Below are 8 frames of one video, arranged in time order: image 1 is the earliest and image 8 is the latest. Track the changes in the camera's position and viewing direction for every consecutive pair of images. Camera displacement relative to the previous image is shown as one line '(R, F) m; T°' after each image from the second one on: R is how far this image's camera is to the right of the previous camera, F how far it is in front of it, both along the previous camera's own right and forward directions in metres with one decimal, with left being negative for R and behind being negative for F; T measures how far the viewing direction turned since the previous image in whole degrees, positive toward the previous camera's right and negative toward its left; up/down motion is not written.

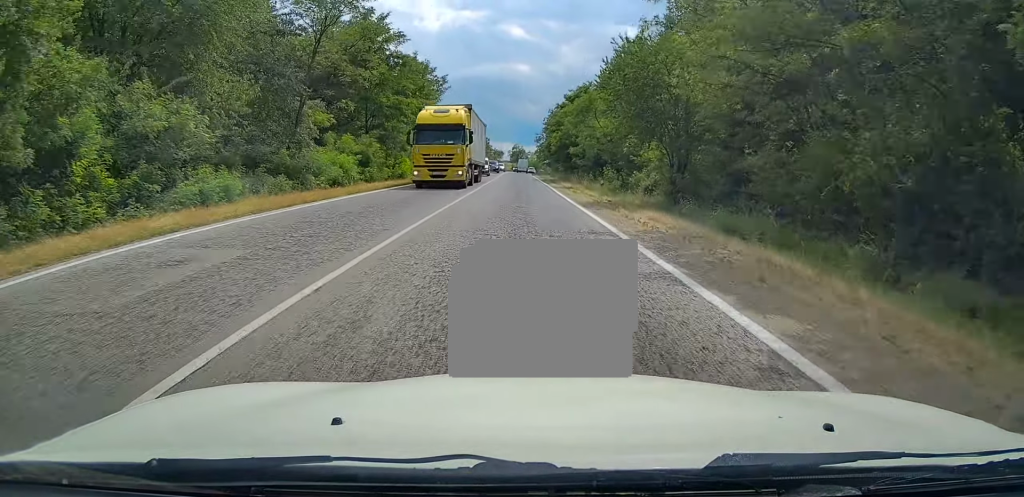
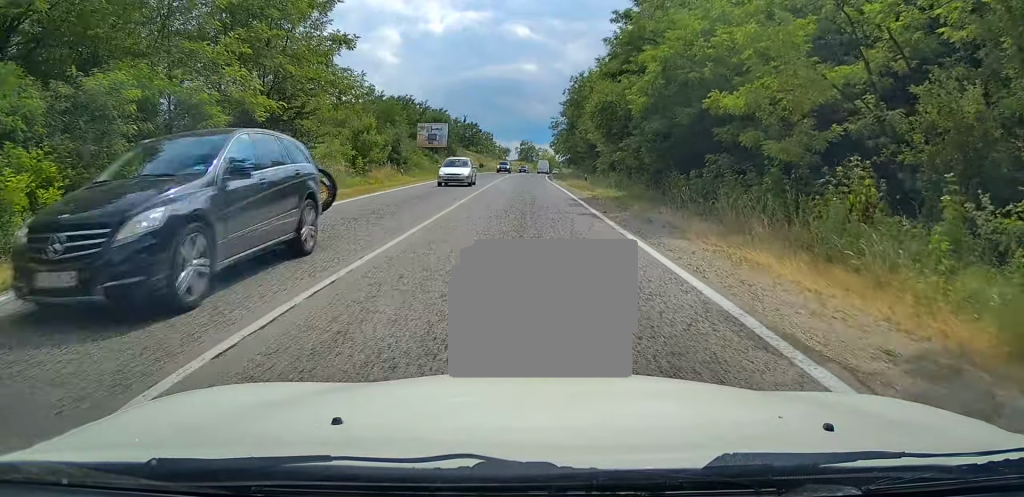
(-0.5, +38.8) m; -1°
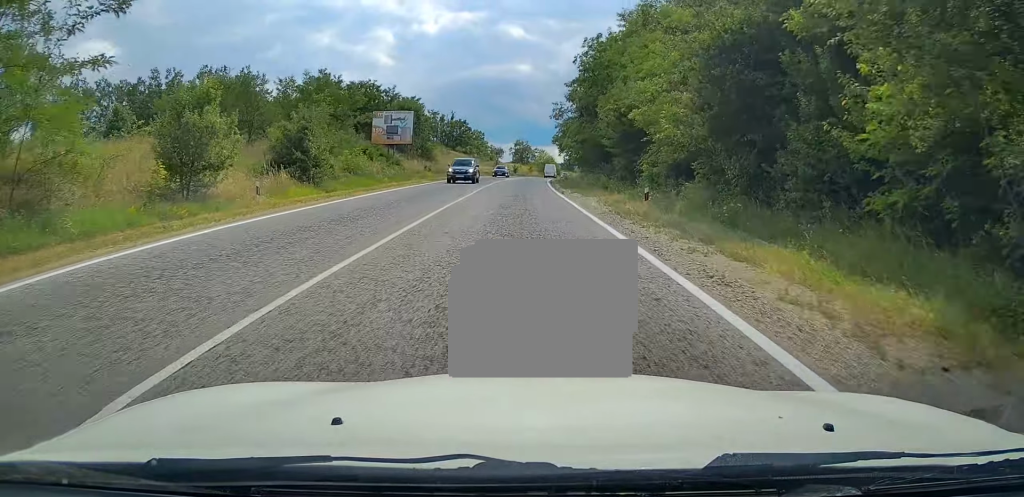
(+0.1, +22.2) m; 0°
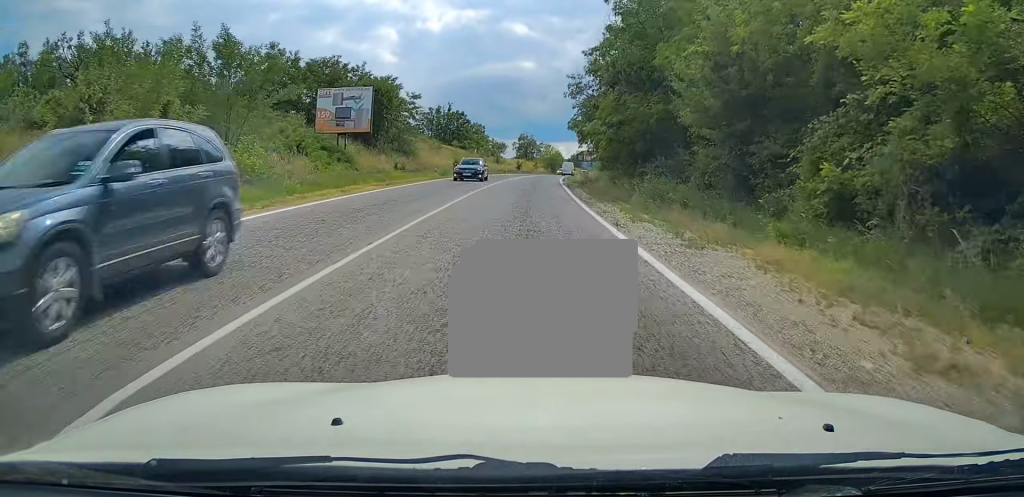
(-0.1, +18.0) m; 0°
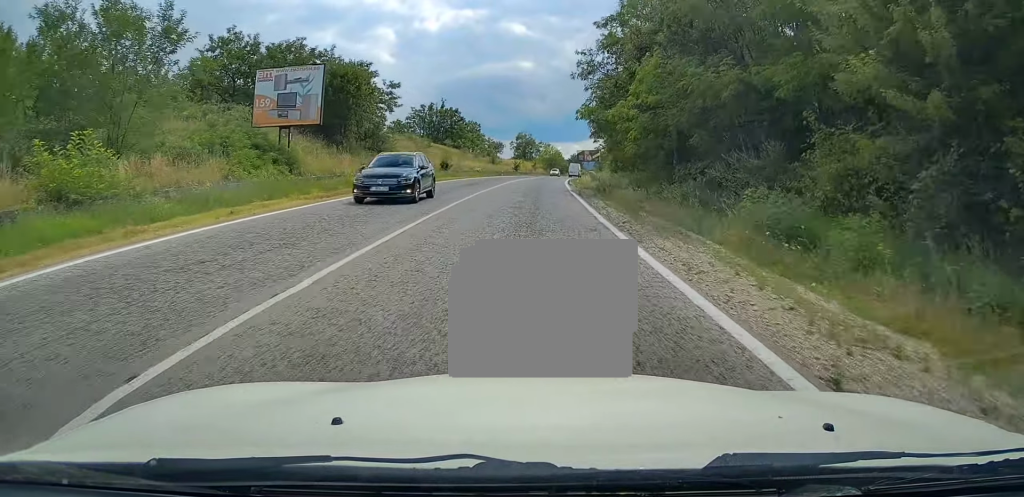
(0.0, +10.3) m; 0°
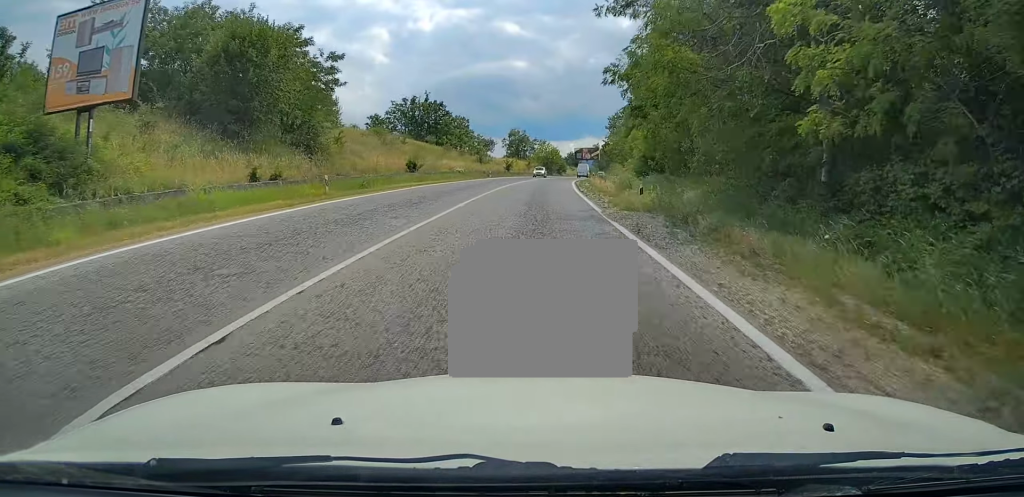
(+0.1, +16.3) m; 0°
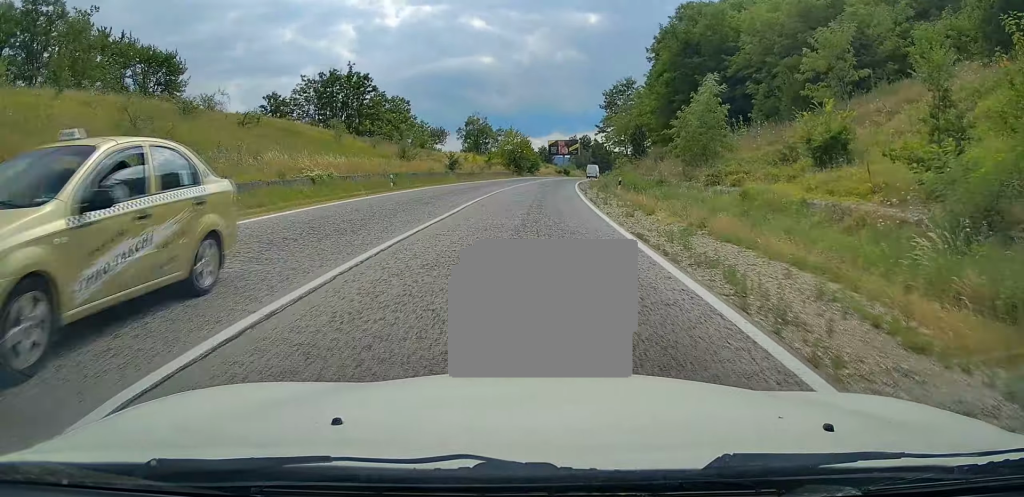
(+0.3, +39.8) m; +3°
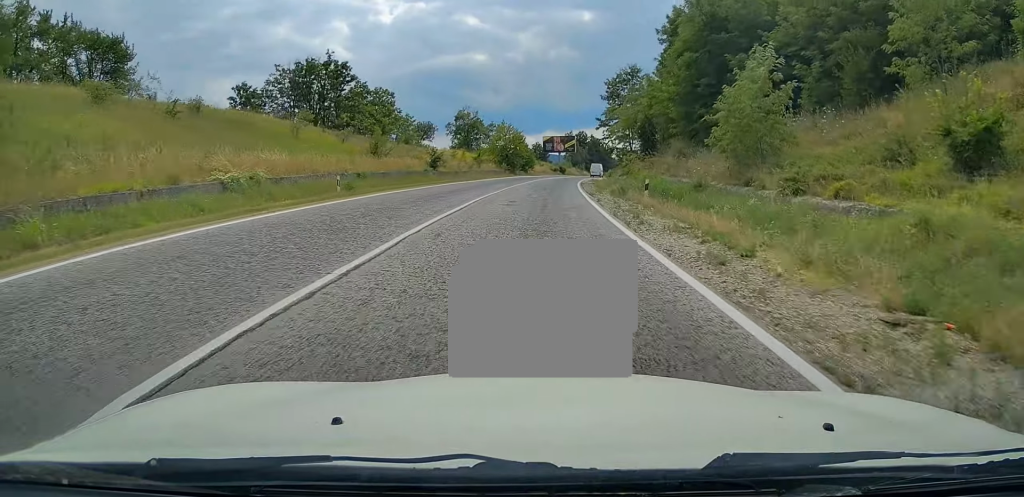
(+0.2, +8.7) m; +1°
